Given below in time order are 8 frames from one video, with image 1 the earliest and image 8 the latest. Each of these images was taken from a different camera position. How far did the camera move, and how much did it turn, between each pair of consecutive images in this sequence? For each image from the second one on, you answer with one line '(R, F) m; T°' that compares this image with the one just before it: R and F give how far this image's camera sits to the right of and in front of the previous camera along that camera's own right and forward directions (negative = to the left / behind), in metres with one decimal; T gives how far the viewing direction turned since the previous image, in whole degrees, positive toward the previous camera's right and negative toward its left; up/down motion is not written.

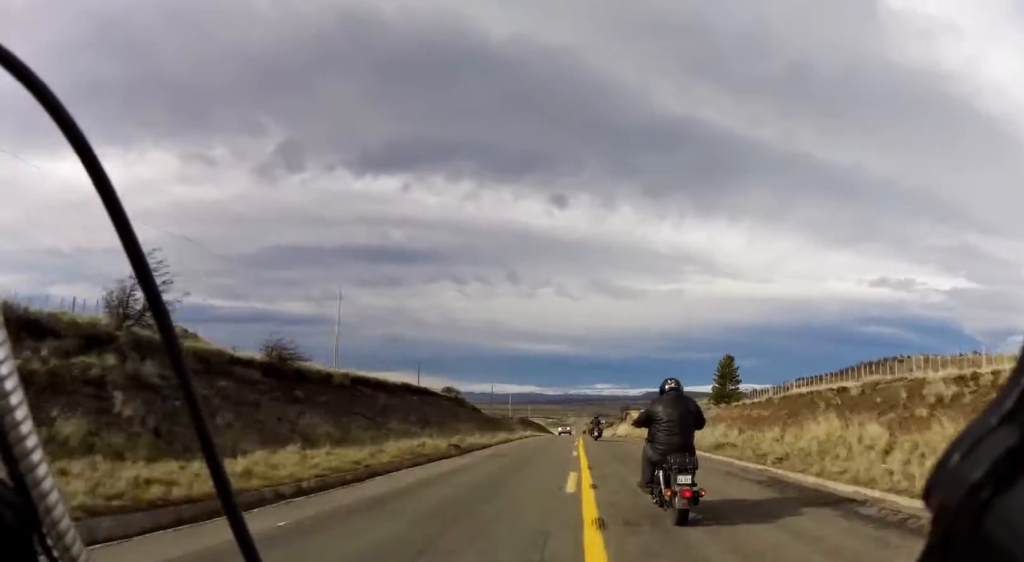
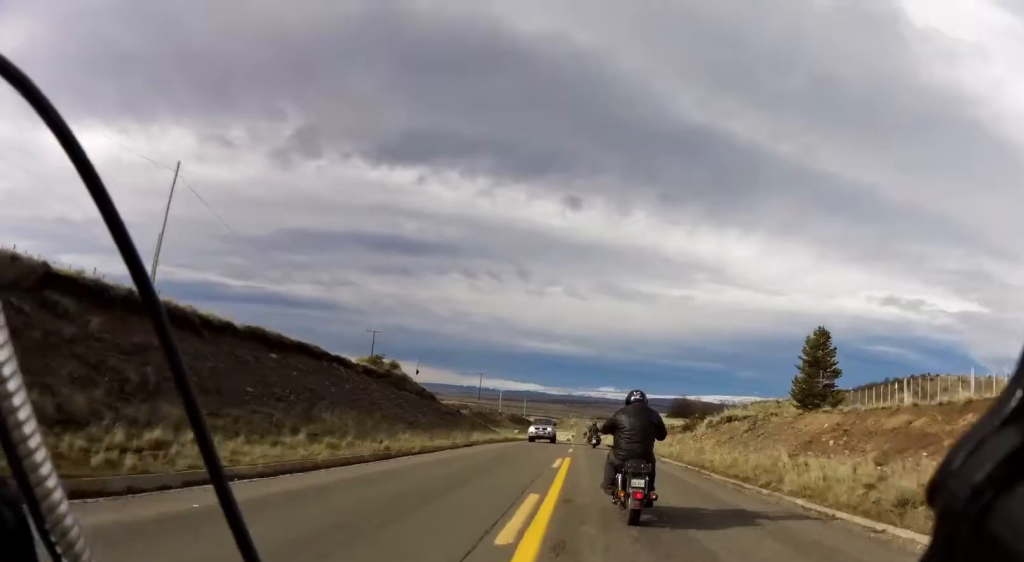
(+0.1, +28.2) m; +1°
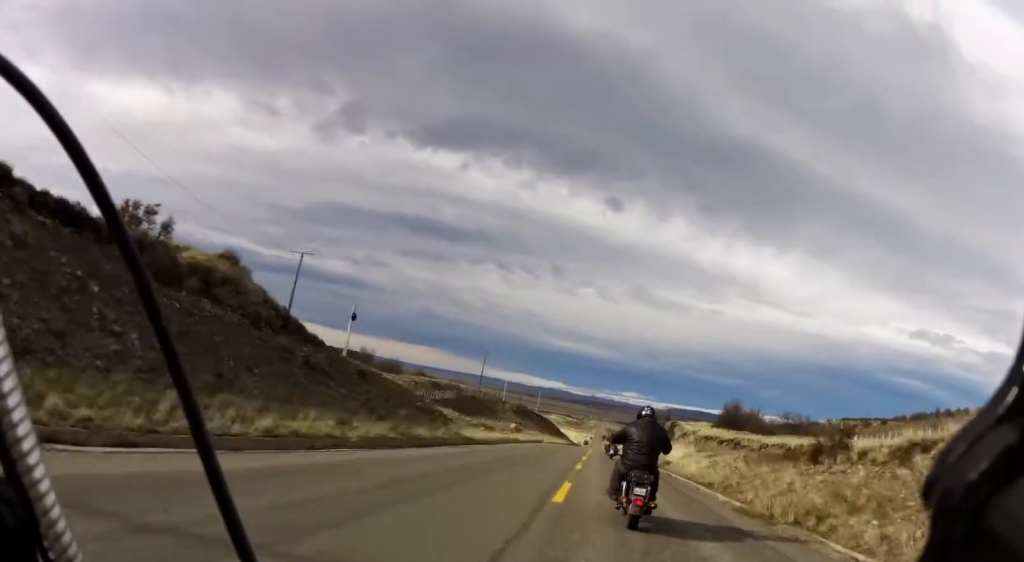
(+0.2, +33.6) m; -1°
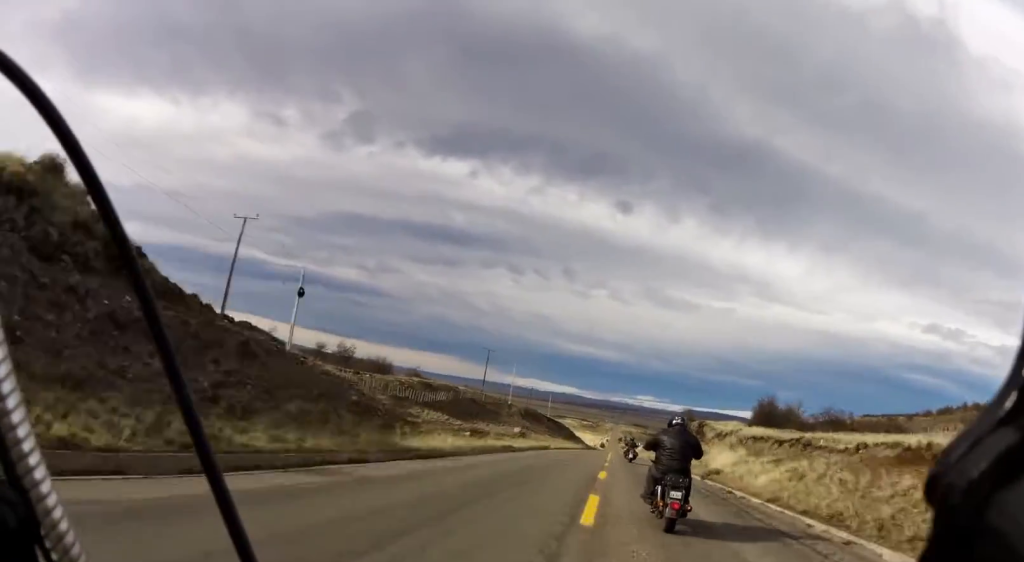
(-0.3, +13.3) m; -1°
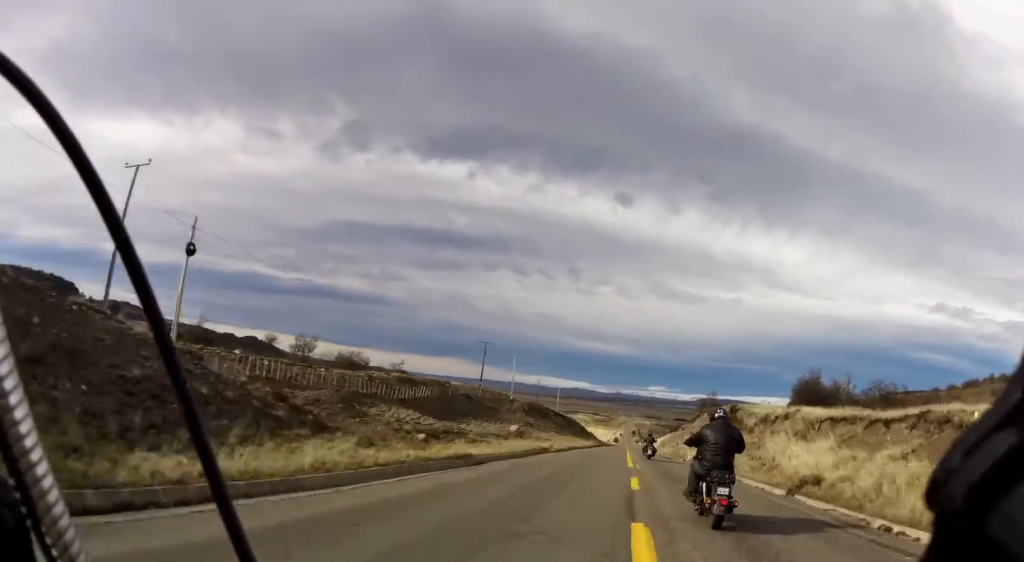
(-0.1, +14.4) m; +1°
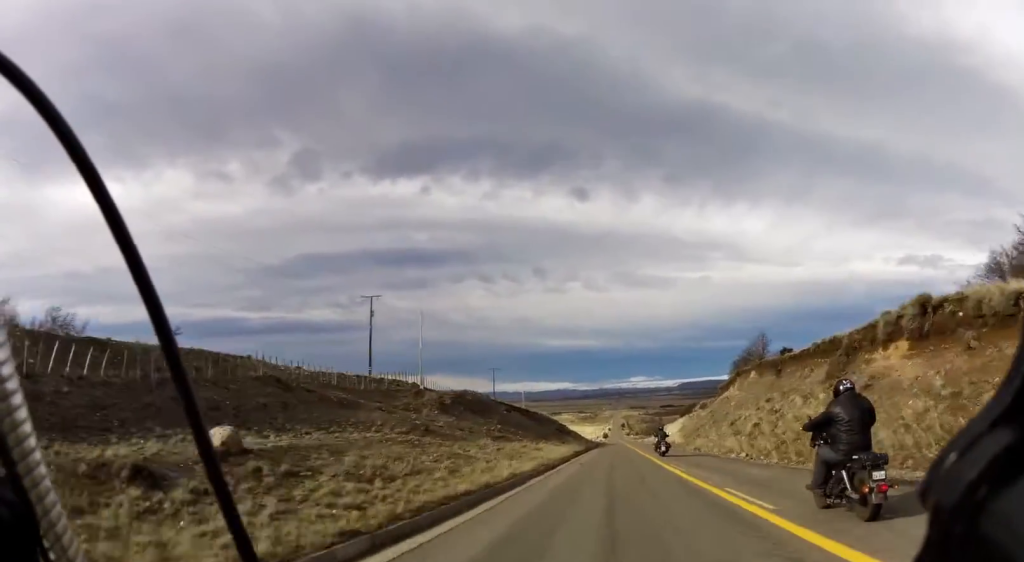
(+1.7, +50.0) m; 0°
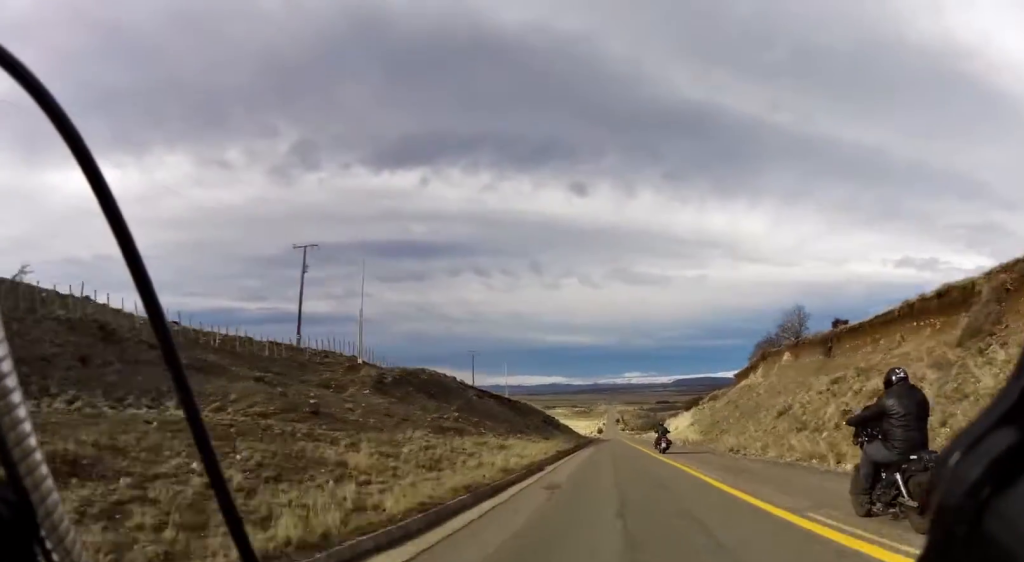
(-0.9, +15.8) m; 0°
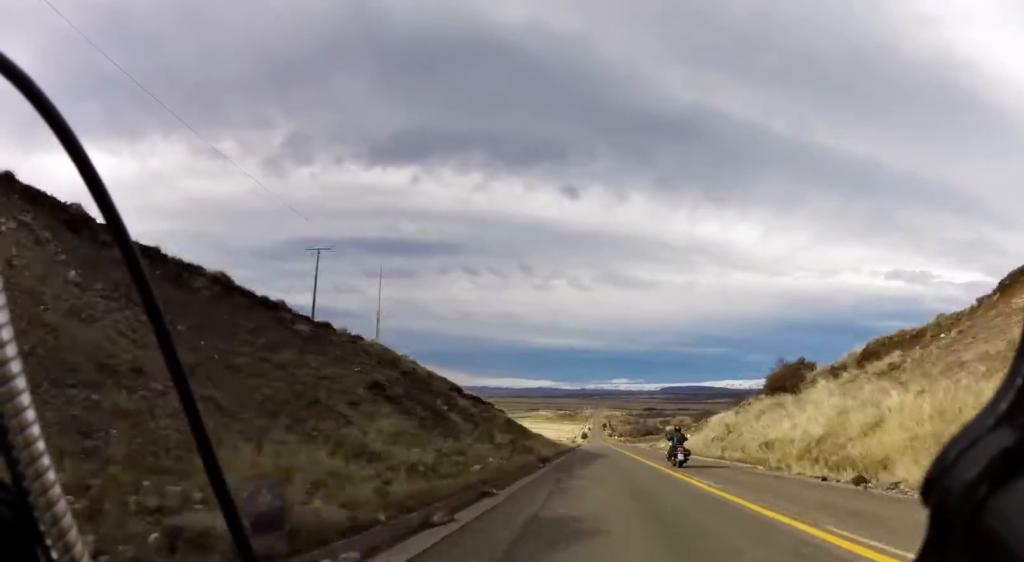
(+0.6, +62.3) m; +1°
